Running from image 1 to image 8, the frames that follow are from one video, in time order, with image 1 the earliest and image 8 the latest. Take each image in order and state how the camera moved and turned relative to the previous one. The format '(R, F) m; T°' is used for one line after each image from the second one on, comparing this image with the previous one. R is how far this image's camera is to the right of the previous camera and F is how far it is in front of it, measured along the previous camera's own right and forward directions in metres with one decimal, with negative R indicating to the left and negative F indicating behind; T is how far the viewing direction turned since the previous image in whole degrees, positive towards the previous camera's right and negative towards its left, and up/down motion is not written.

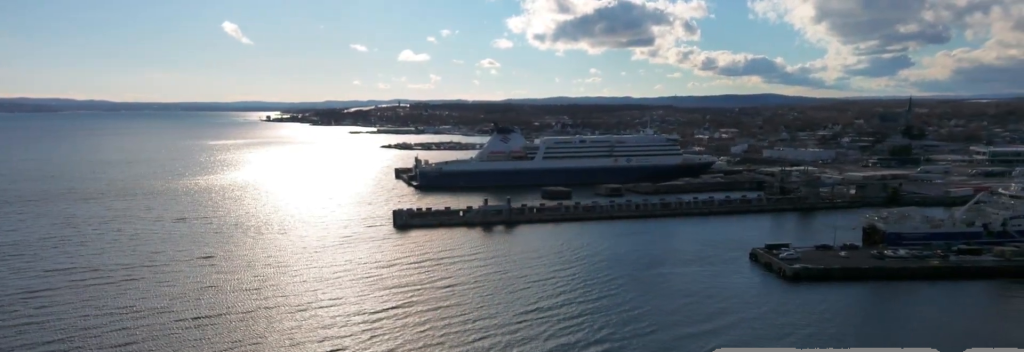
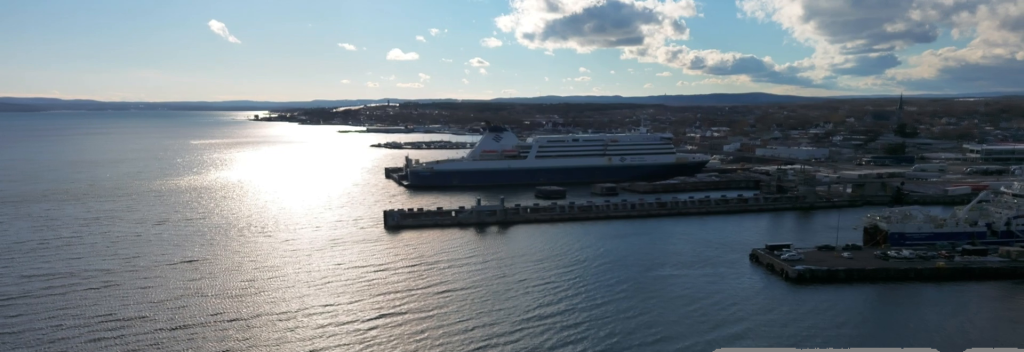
(+0.1, +5.7) m; +2°
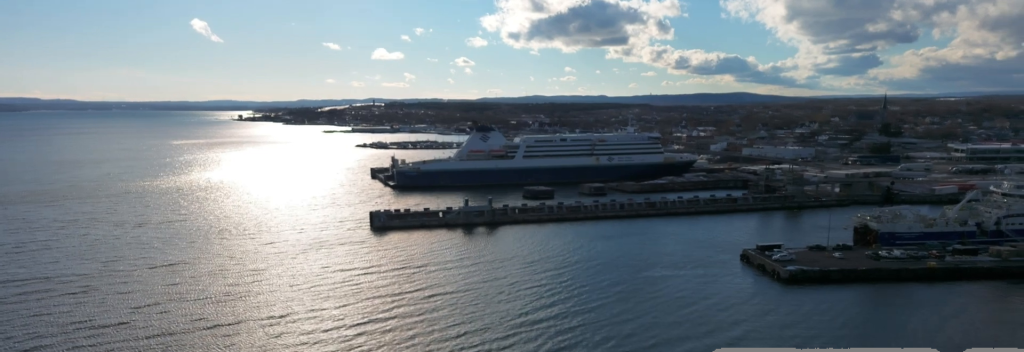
(-0.1, +3.2) m; +1°
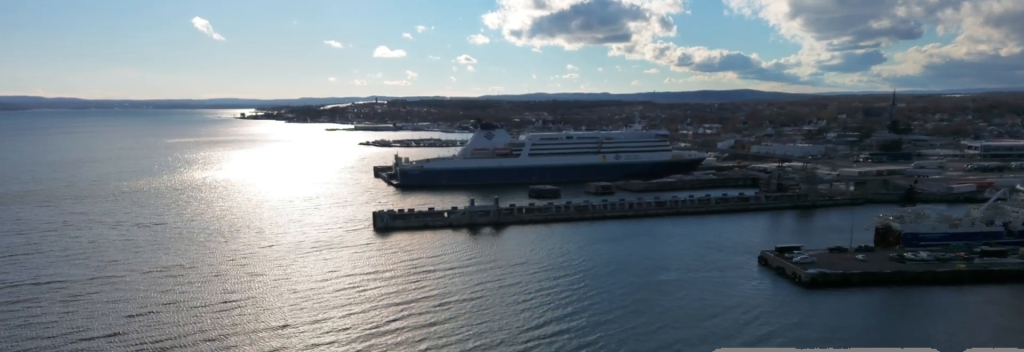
(+0.4, +8.5) m; +4°
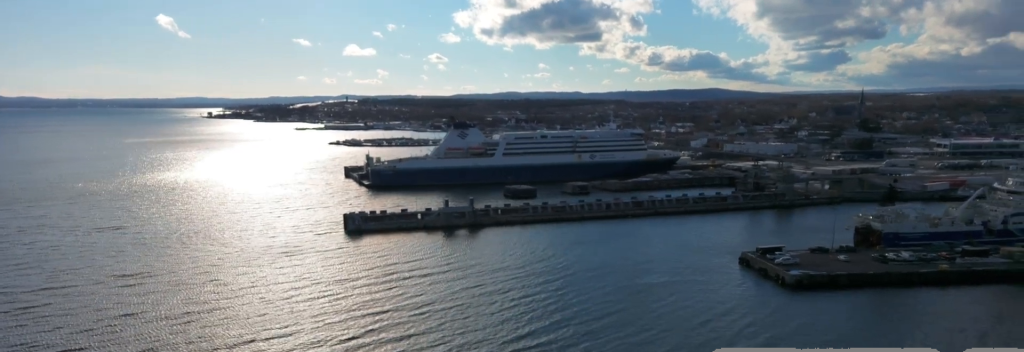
(+0.1, +6.3) m; +1°
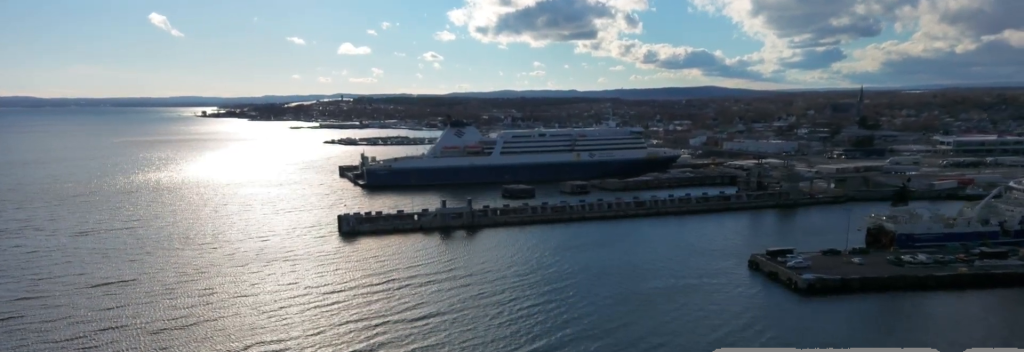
(0.0, +8.4) m; 0°
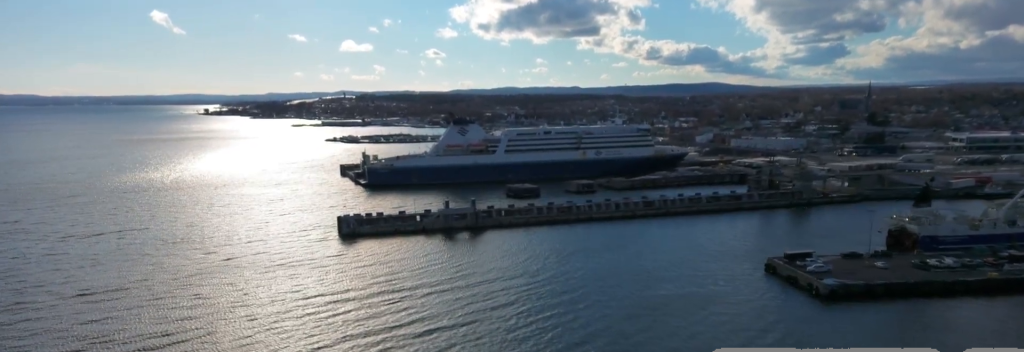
(0.0, +8.9) m; 0°
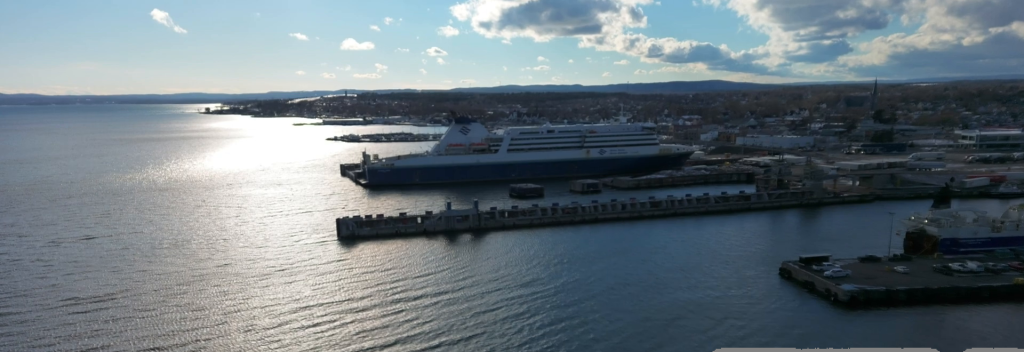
(0.0, +7.3) m; 0°
